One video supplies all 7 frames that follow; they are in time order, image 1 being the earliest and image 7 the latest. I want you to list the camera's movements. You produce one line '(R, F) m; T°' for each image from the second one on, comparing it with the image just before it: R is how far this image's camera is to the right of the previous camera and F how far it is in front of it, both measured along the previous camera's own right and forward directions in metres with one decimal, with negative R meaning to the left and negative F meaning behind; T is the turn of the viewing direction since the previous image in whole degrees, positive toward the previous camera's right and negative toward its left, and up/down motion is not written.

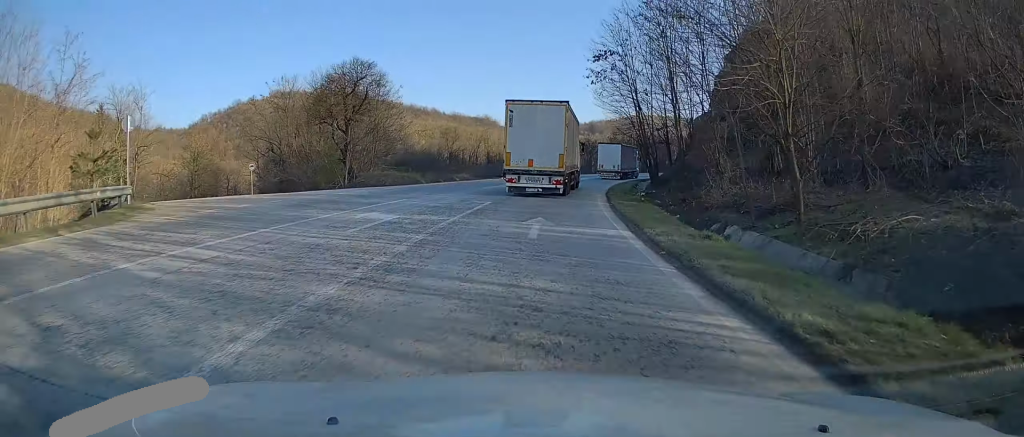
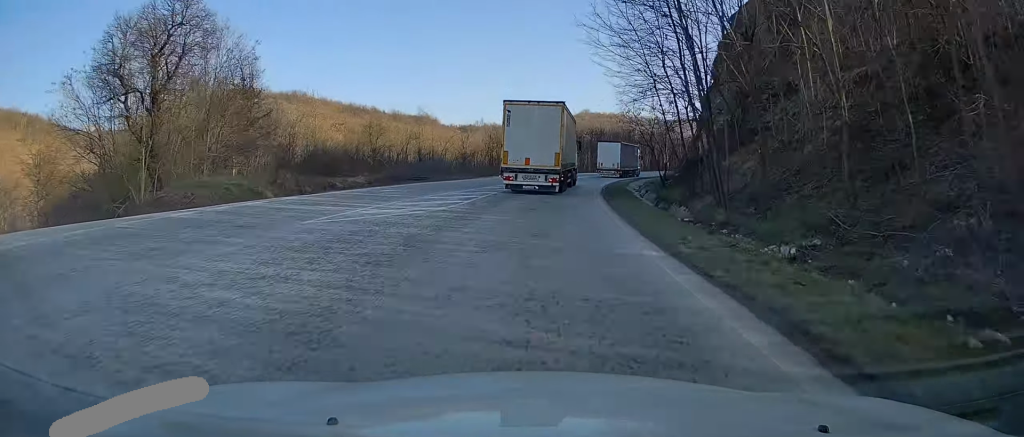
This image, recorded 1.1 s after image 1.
(+1.1, +23.2) m; +5°
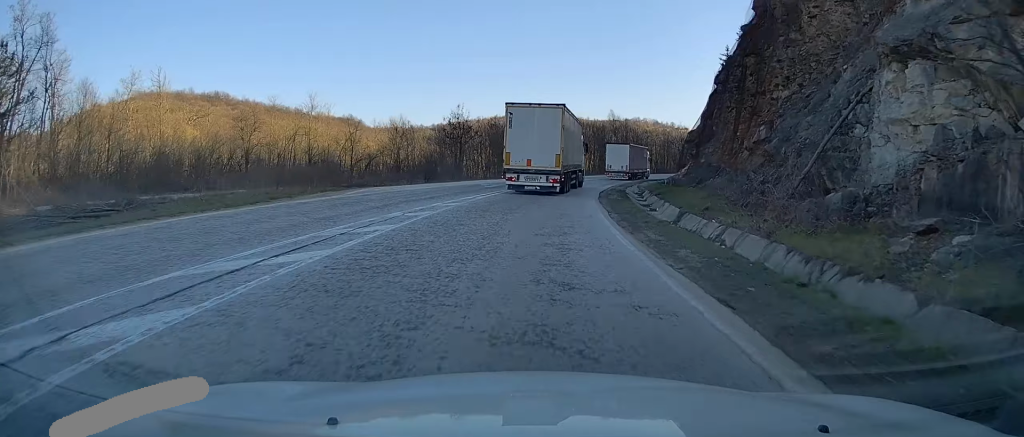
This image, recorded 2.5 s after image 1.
(+1.4, +30.7) m; +6°
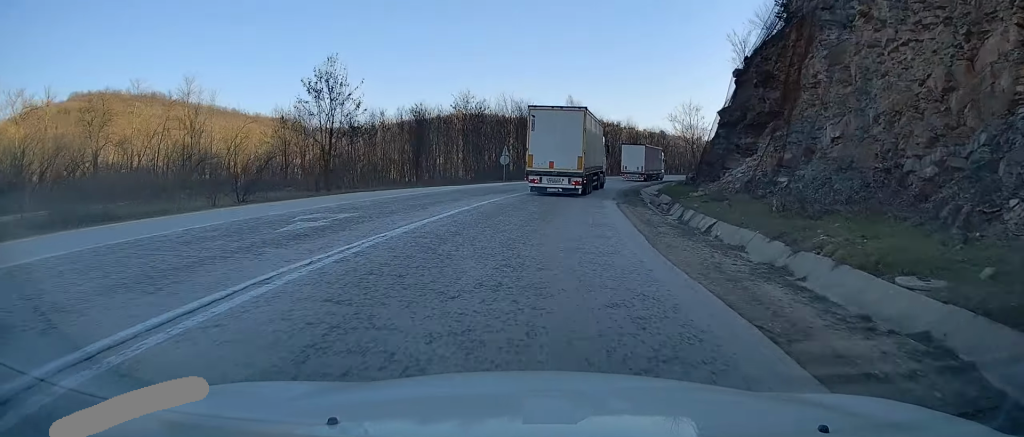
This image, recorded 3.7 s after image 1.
(+1.3, +26.0) m; +6°
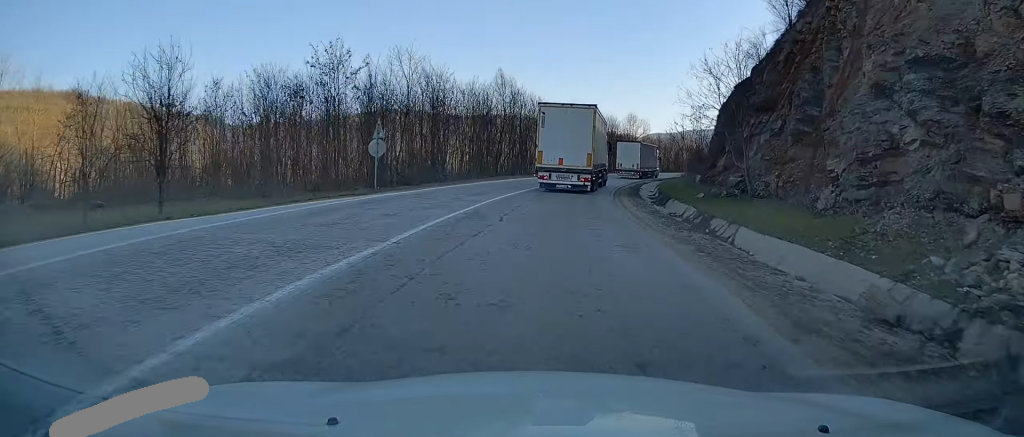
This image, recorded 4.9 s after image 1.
(+1.2, +24.8) m; +6°
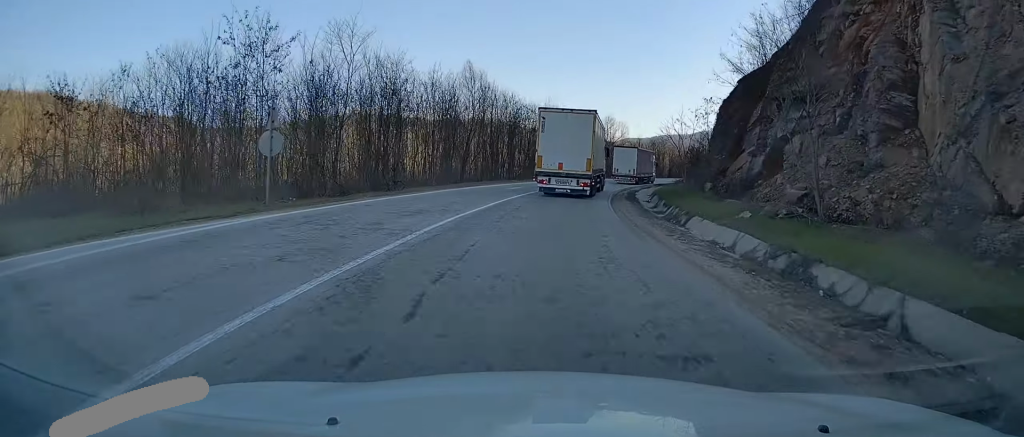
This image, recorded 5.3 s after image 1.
(+0.4, +8.8) m; +2°
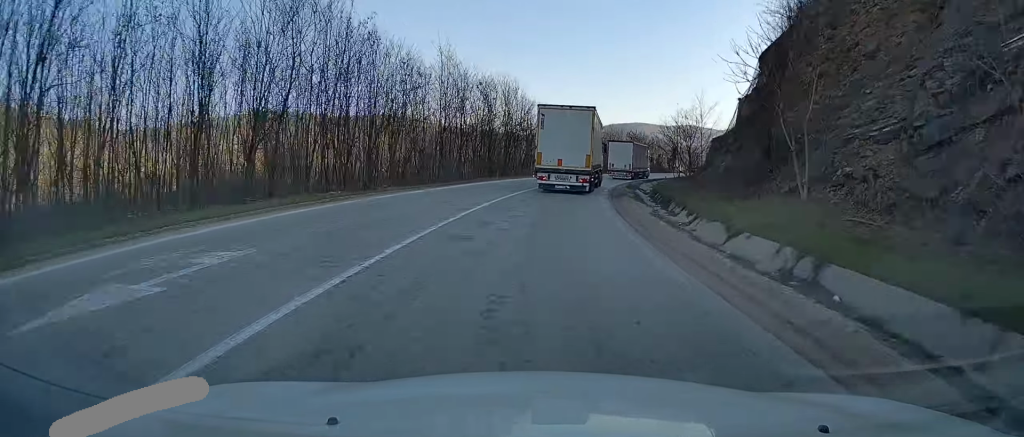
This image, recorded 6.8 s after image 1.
(+2.2, +33.0) m; +8°
